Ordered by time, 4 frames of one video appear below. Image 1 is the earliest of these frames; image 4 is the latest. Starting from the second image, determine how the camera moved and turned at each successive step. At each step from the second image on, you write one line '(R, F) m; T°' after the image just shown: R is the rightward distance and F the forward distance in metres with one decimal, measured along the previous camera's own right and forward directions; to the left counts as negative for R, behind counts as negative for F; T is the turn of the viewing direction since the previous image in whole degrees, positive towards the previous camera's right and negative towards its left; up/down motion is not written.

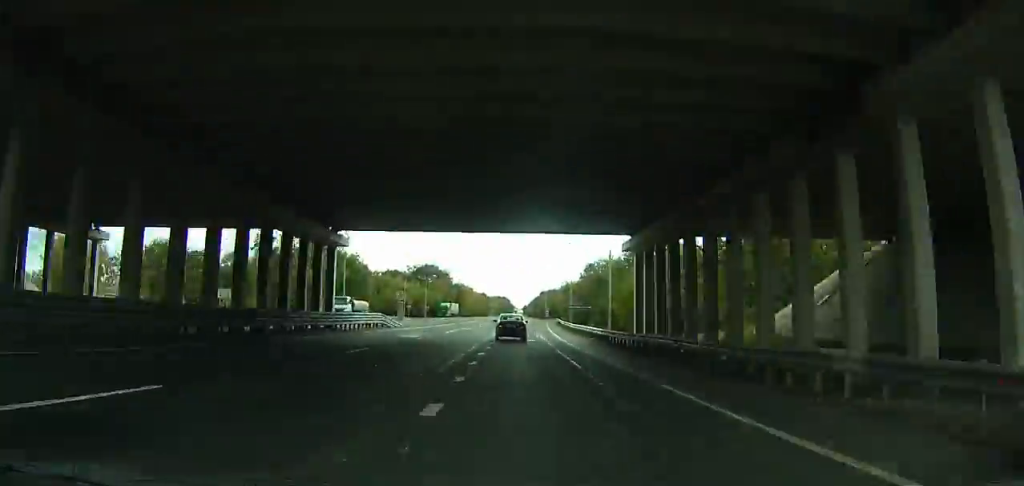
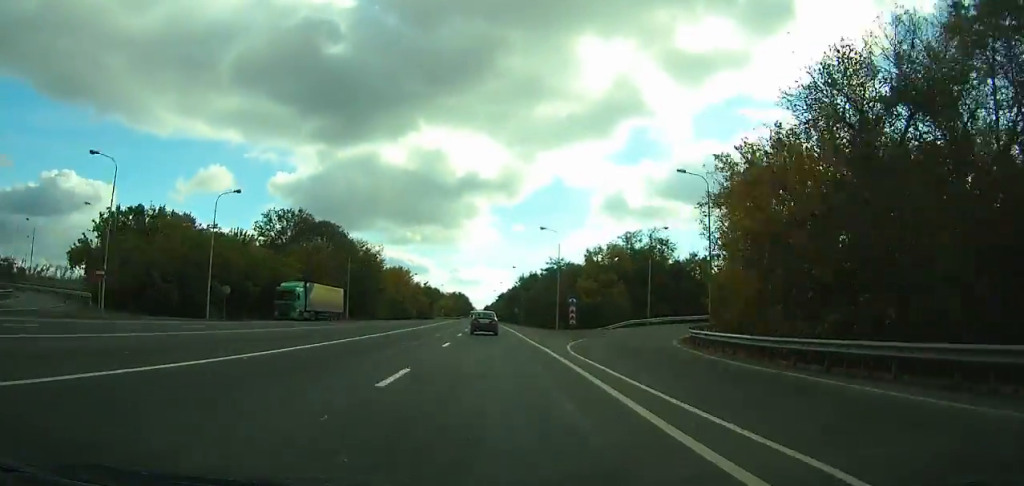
(+3.1, +106.5) m; +2°
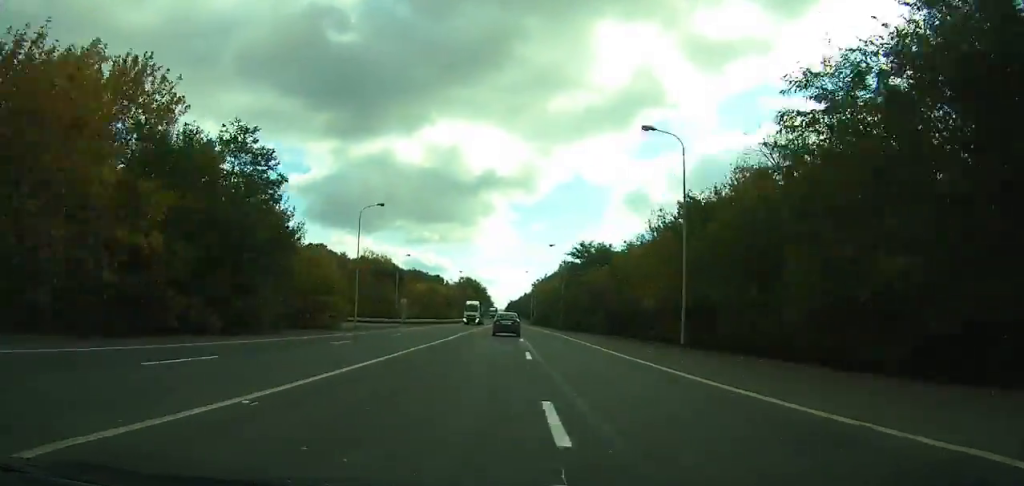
(-2.1, +136.5) m; -1°
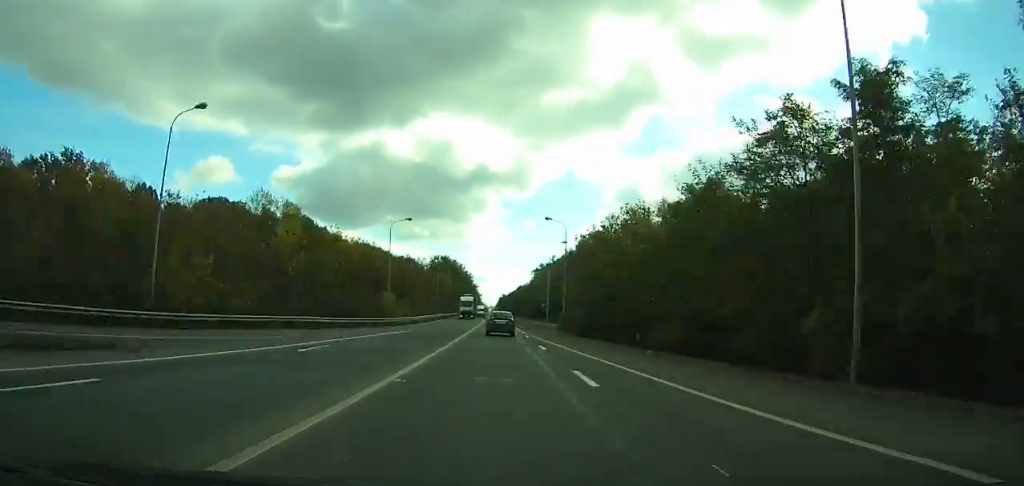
(+0.7, +65.7) m; +1°
